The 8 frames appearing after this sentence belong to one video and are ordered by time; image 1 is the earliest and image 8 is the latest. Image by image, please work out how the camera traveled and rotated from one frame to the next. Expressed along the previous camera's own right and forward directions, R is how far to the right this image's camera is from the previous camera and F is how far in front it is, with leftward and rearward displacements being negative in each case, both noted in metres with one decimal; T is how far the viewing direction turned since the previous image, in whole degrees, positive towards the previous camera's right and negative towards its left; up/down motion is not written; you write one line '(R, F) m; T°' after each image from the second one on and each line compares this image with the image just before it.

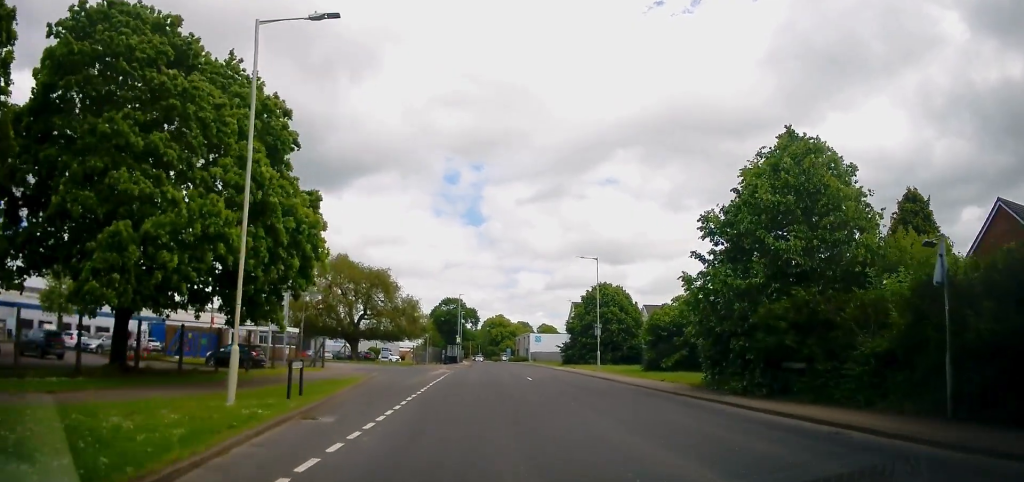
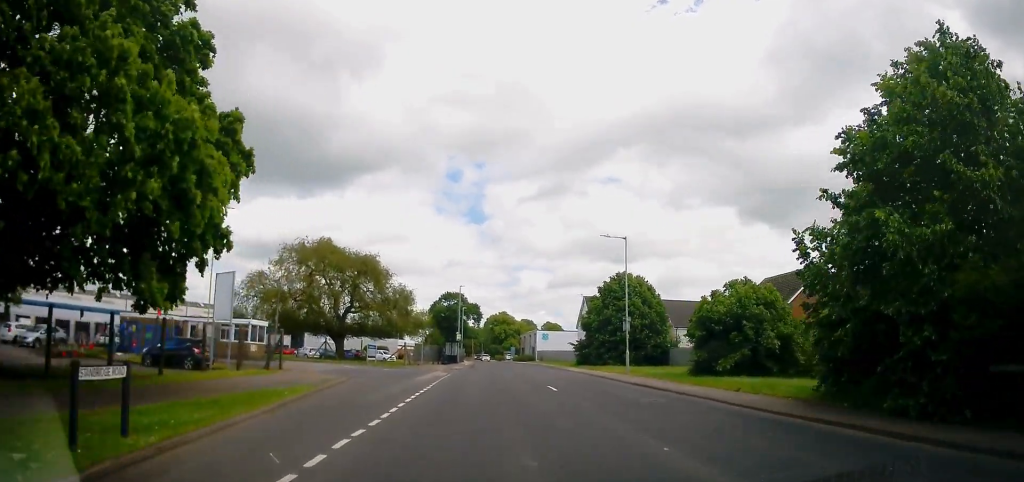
(-0.2, +7.7) m; 0°
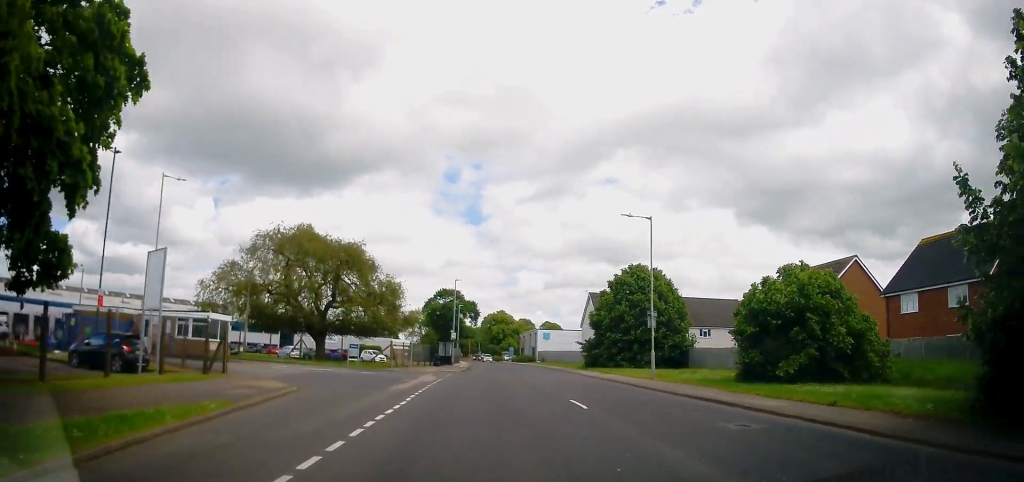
(0.0, +6.0) m; +2°
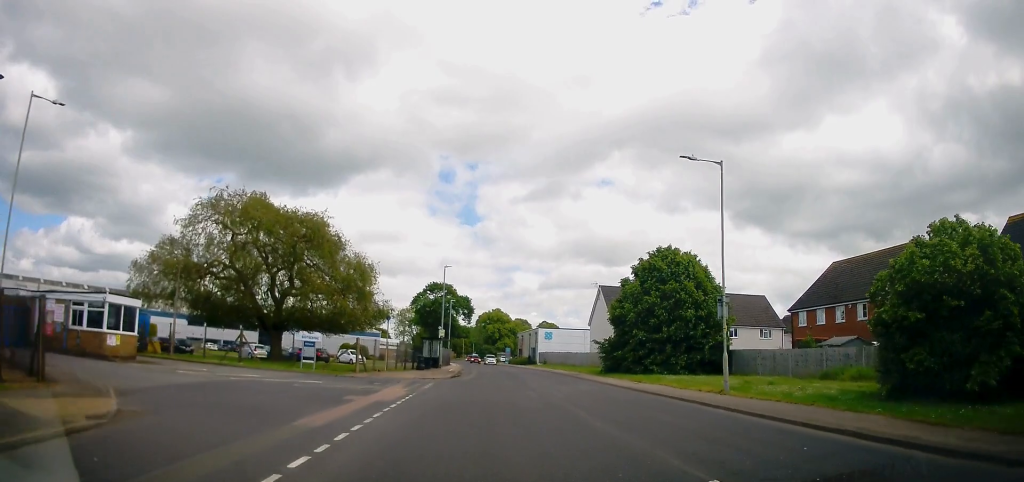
(+0.3, +9.5) m; 0°
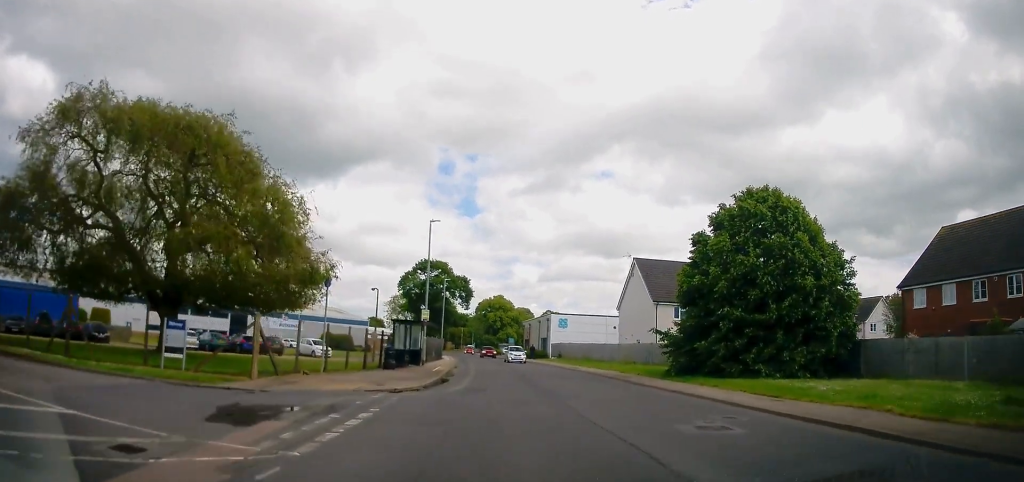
(0.0, +14.2) m; 0°
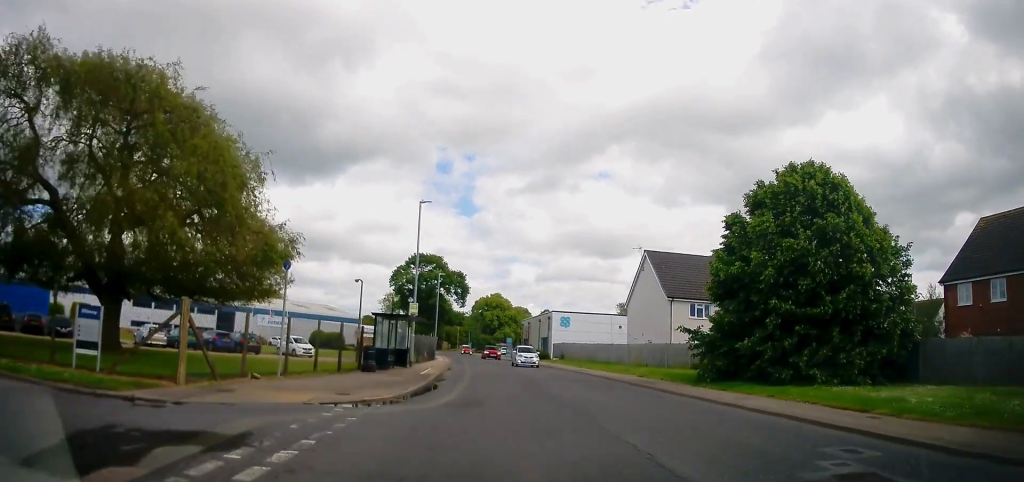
(+0.1, +4.2) m; 0°
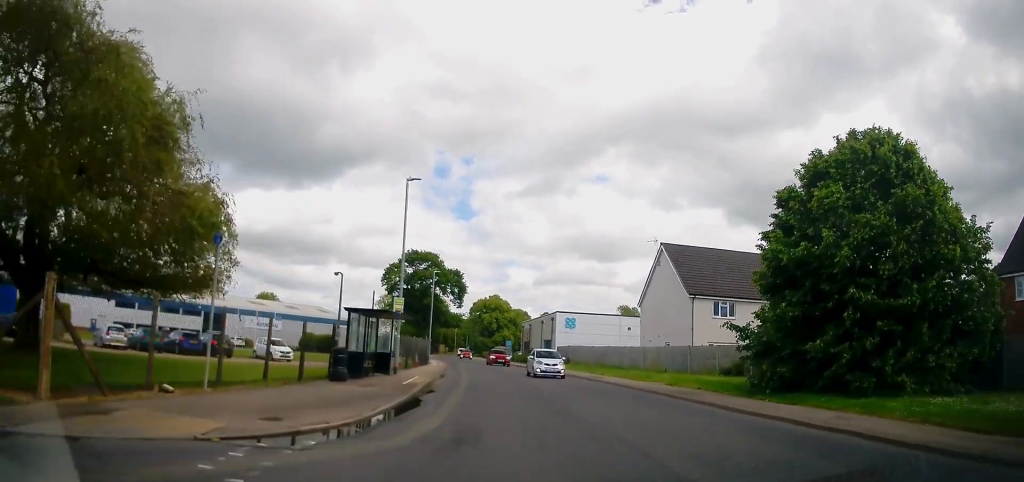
(-0.3, +4.7) m; 0°
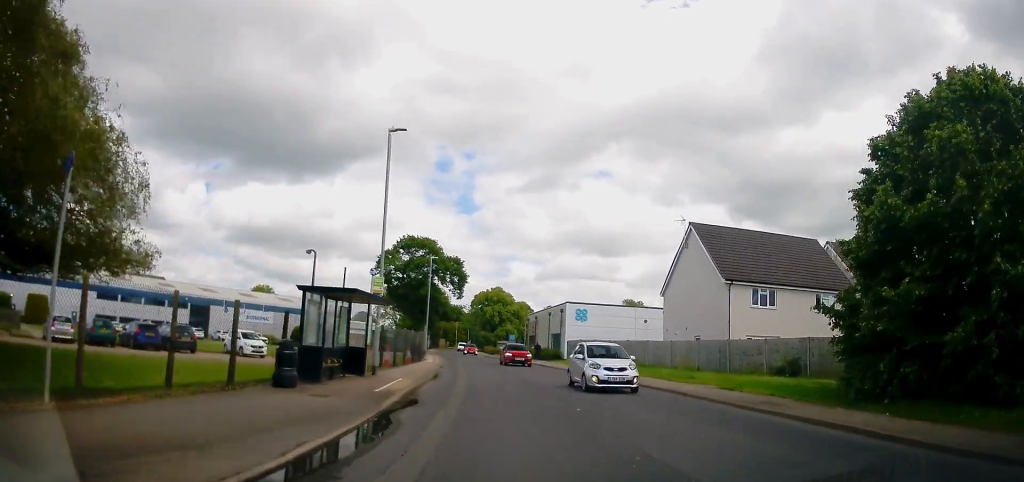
(-0.1, +5.4) m; 0°
